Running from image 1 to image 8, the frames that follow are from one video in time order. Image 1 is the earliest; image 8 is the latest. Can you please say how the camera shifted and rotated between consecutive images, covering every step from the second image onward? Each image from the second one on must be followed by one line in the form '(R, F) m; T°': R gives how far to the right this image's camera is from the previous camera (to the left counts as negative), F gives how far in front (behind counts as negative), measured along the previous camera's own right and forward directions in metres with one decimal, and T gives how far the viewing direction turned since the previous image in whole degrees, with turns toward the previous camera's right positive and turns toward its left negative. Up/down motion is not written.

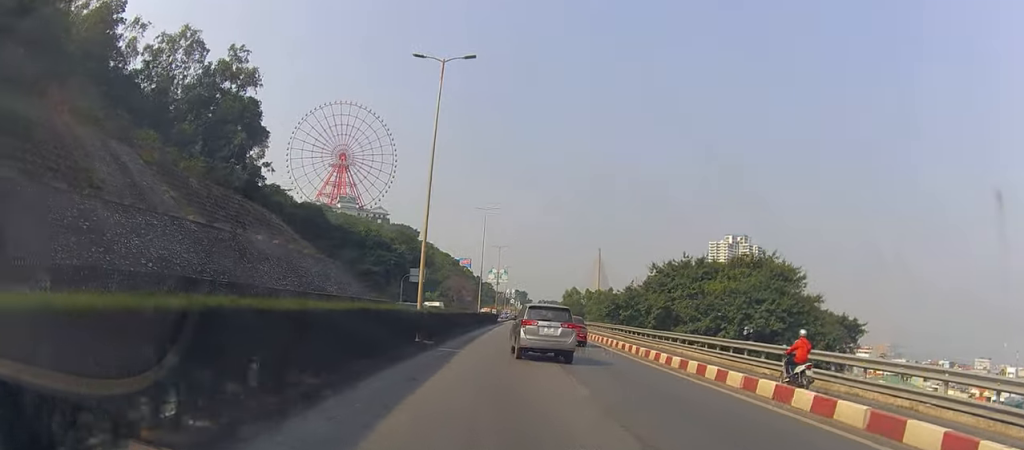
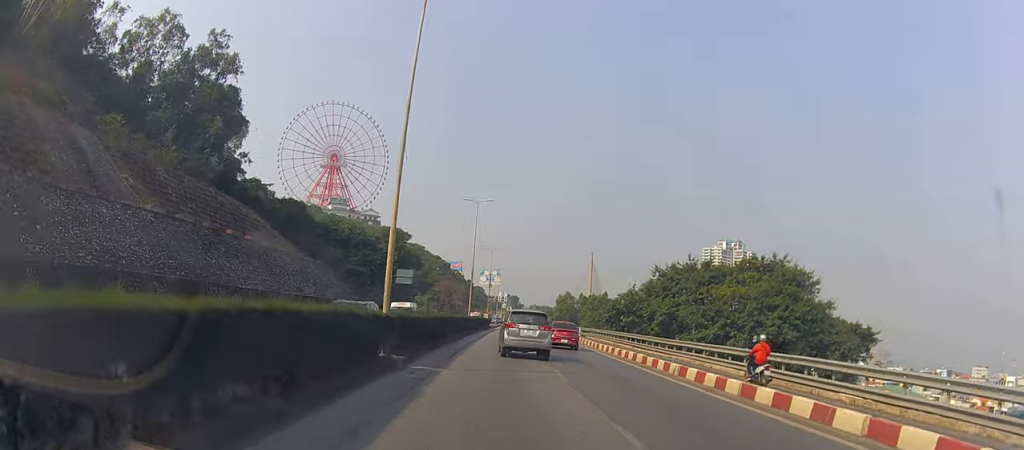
(0.0, +6.1) m; 0°
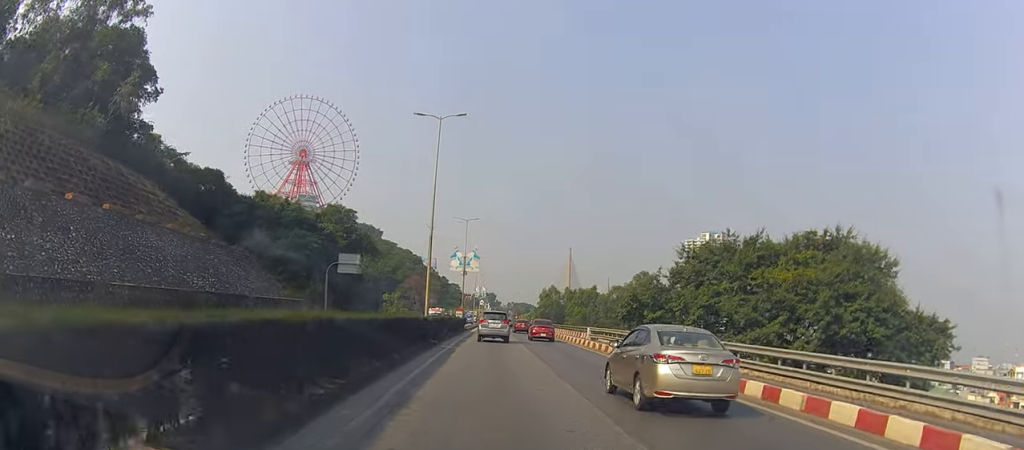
(+0.6, +22.6) m; +3°
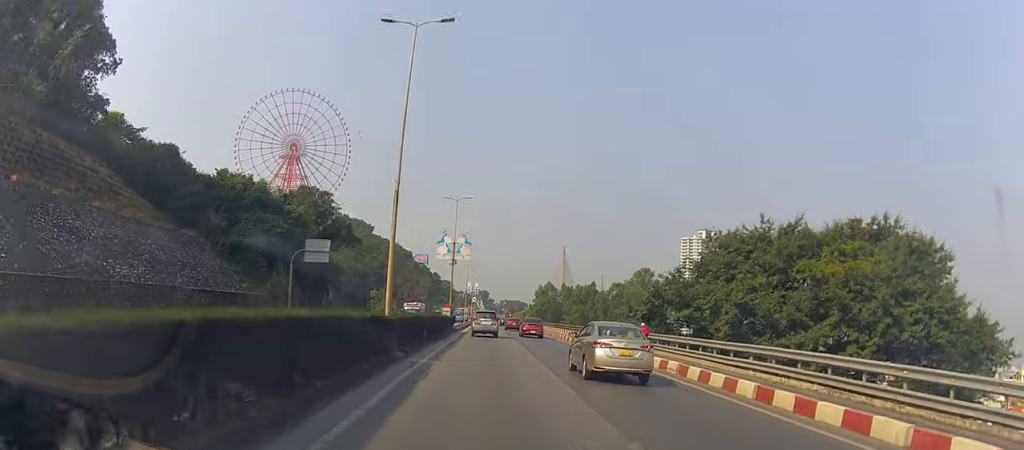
(+0.1, +9.9) m; 0°
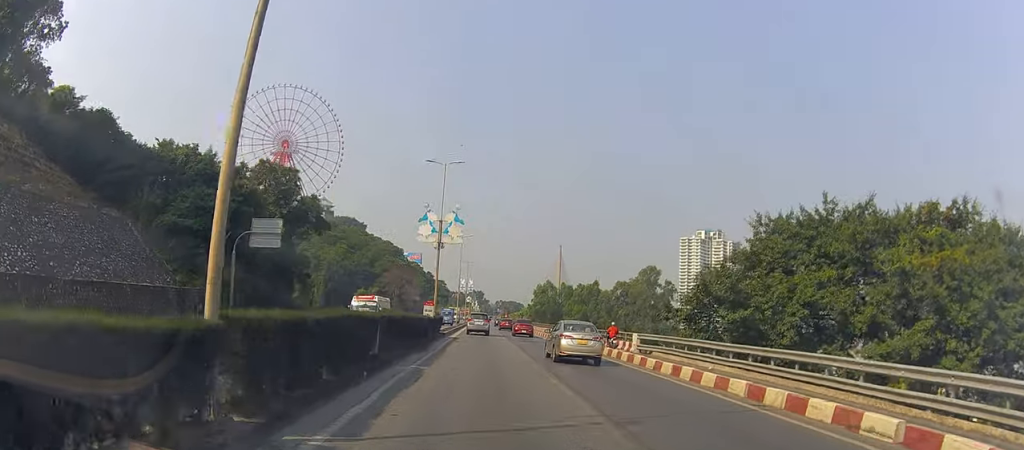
(0.0, +12.6) m; +1°
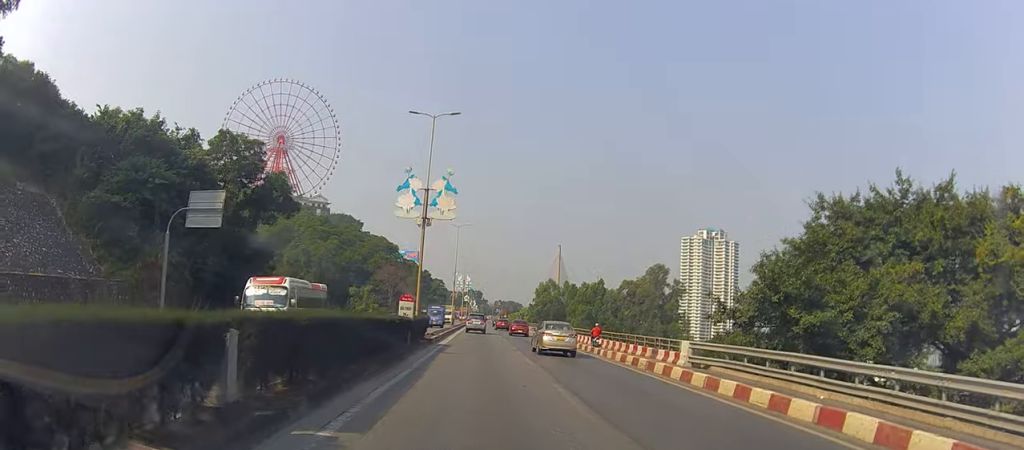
(+0.2, +9.7) m; +1°
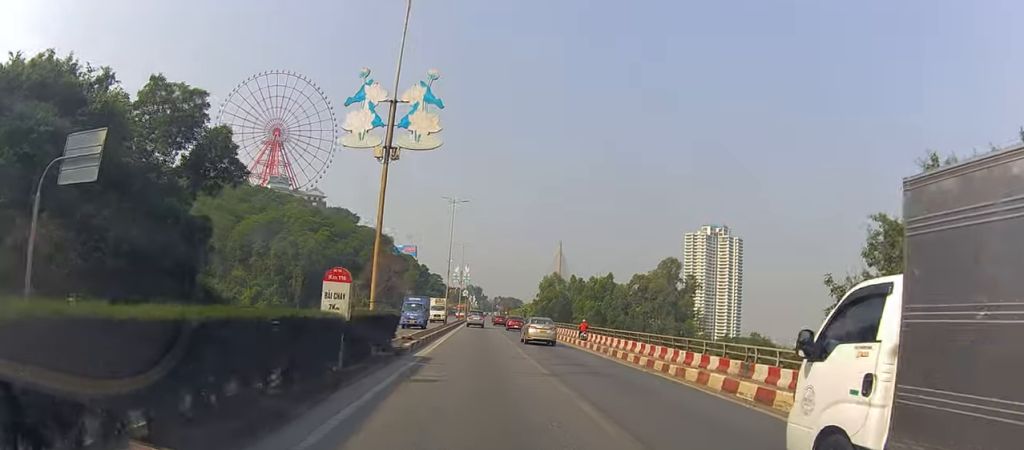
(0.0, +12.3) m; 0°
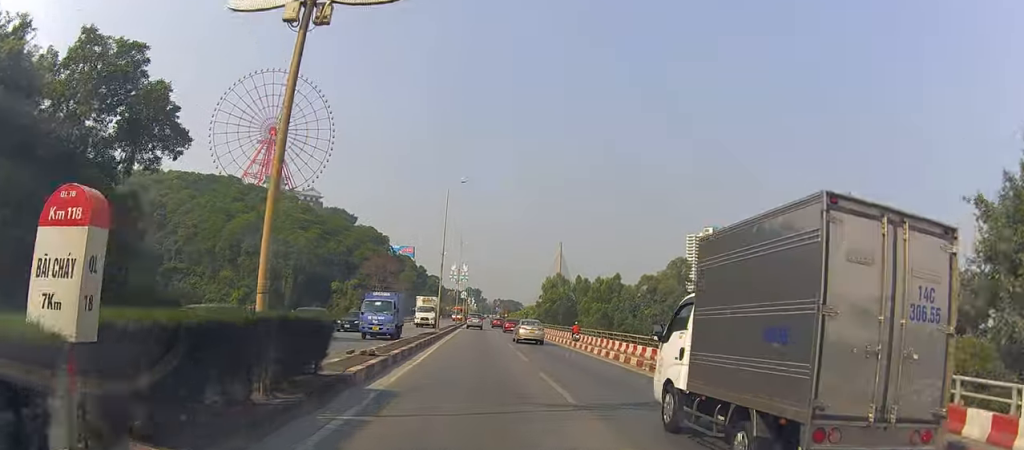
(0.0, +8.8) m; 0°
